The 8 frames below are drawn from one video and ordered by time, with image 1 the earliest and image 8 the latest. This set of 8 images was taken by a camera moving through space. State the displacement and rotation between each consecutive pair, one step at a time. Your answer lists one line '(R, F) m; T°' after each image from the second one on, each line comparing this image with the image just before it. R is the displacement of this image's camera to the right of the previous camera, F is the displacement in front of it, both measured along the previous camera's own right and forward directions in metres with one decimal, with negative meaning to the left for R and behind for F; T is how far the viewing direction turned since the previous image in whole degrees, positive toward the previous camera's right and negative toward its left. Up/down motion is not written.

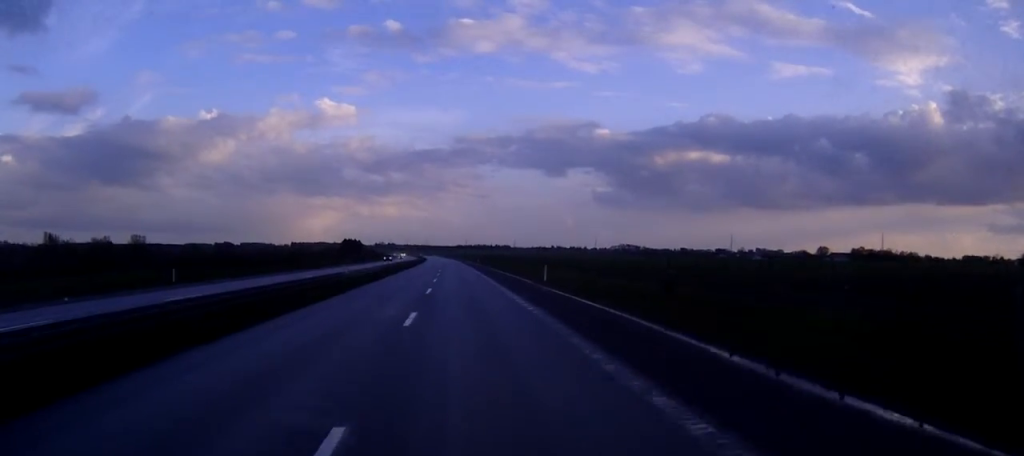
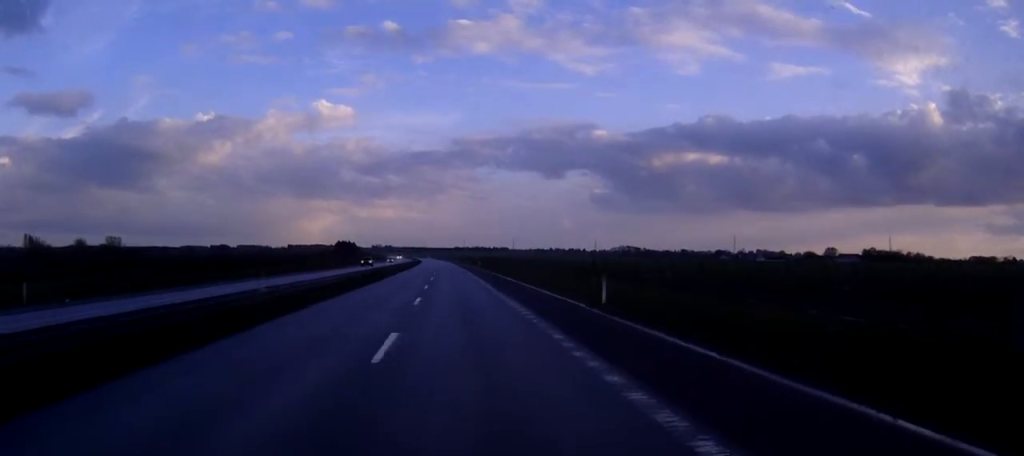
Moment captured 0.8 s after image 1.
(0.0, +19.9) m; 0°
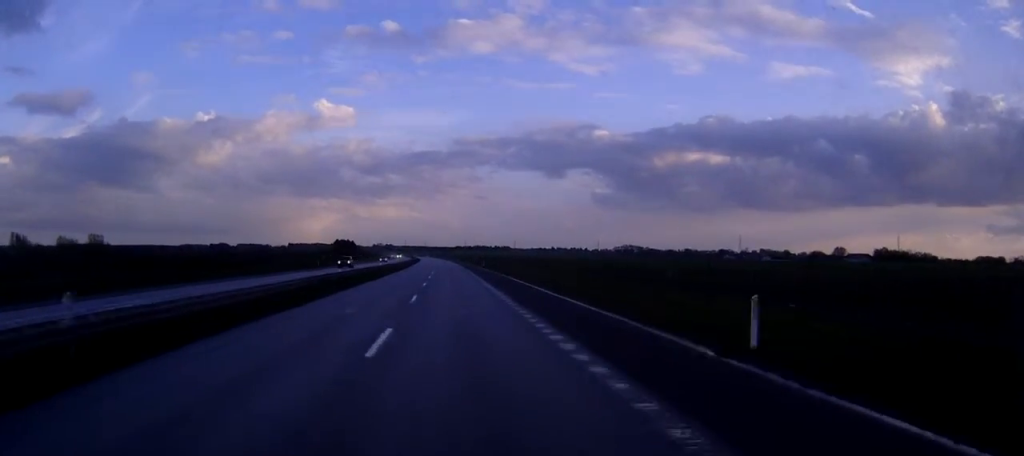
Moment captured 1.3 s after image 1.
(0.0, +14.7) m; 0°
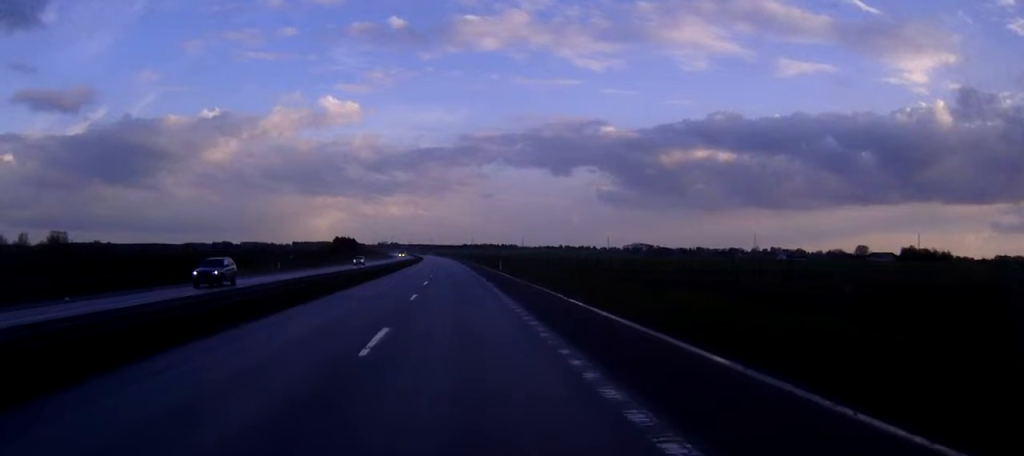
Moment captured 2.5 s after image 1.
(-0.2, +29.6) m; 0°
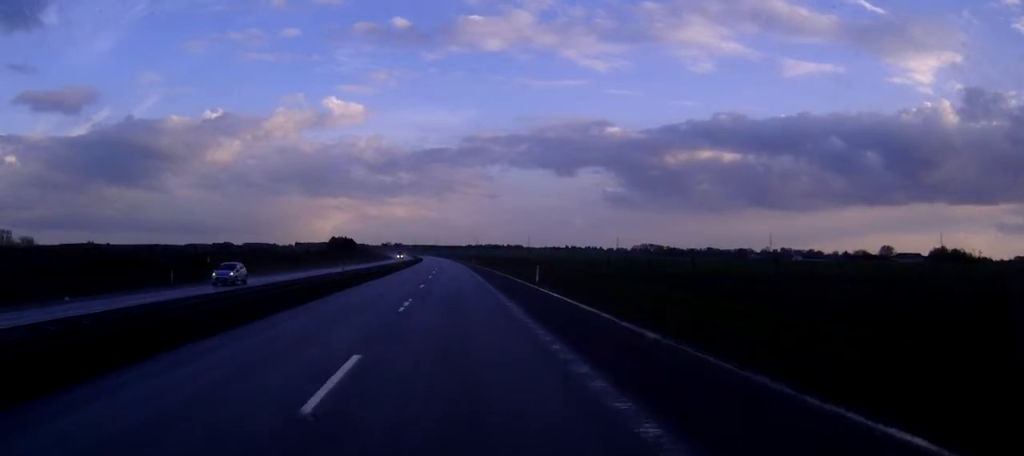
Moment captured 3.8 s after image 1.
(-0.1, +34.9) m; 0°
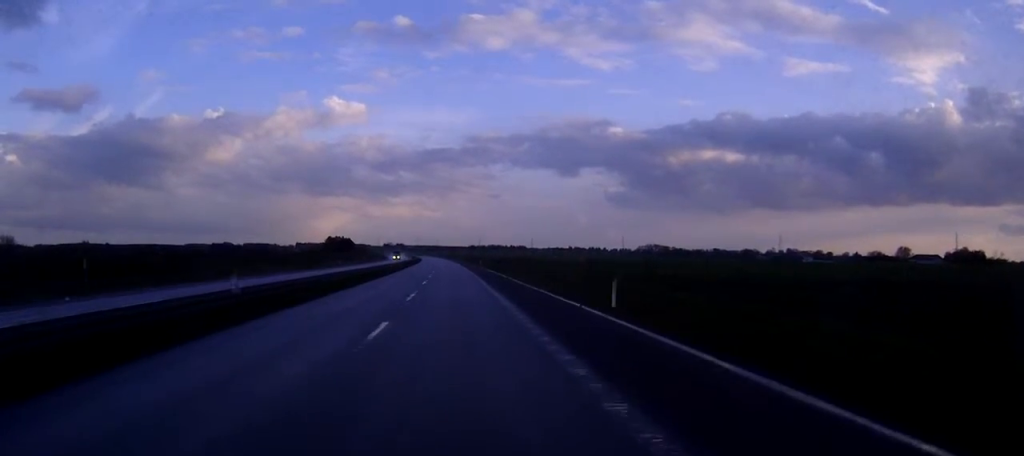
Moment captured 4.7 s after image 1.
(0.0, +23.5) m; 0°
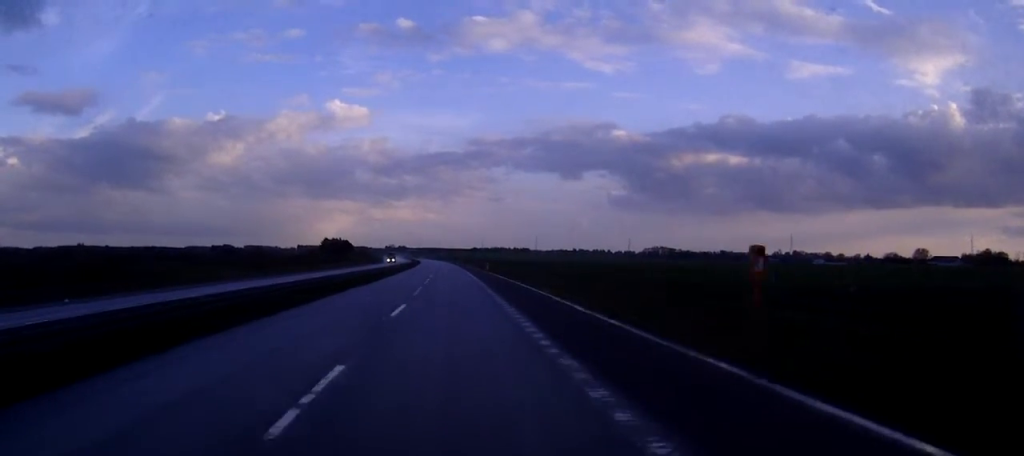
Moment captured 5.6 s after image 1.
(0.0, +22.6) m; 0°
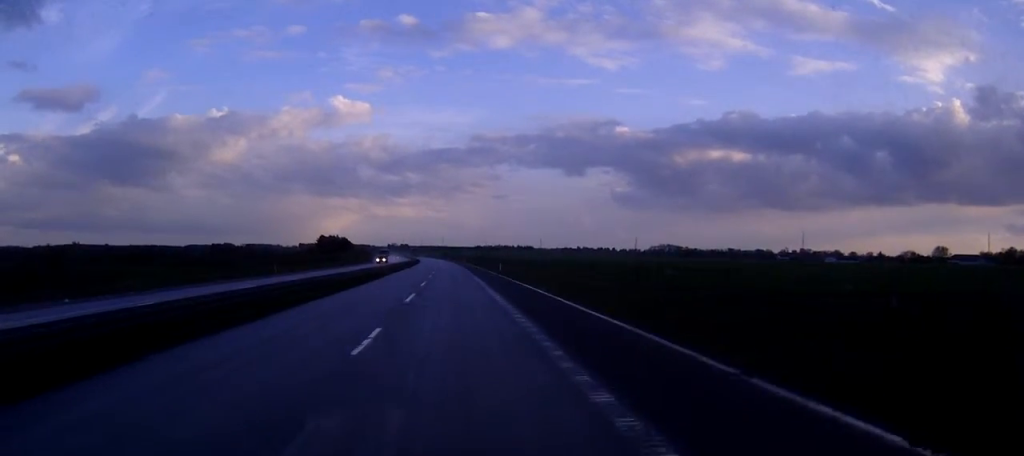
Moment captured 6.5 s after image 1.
(-0.1, +23.5) m; 0°
